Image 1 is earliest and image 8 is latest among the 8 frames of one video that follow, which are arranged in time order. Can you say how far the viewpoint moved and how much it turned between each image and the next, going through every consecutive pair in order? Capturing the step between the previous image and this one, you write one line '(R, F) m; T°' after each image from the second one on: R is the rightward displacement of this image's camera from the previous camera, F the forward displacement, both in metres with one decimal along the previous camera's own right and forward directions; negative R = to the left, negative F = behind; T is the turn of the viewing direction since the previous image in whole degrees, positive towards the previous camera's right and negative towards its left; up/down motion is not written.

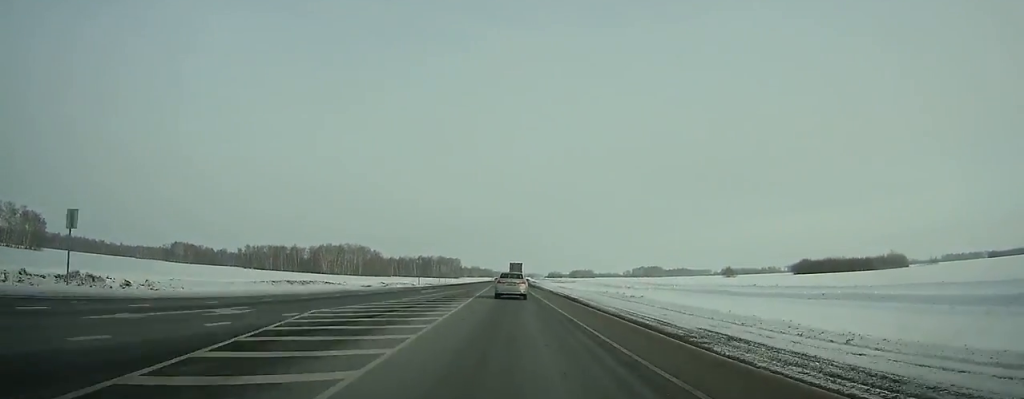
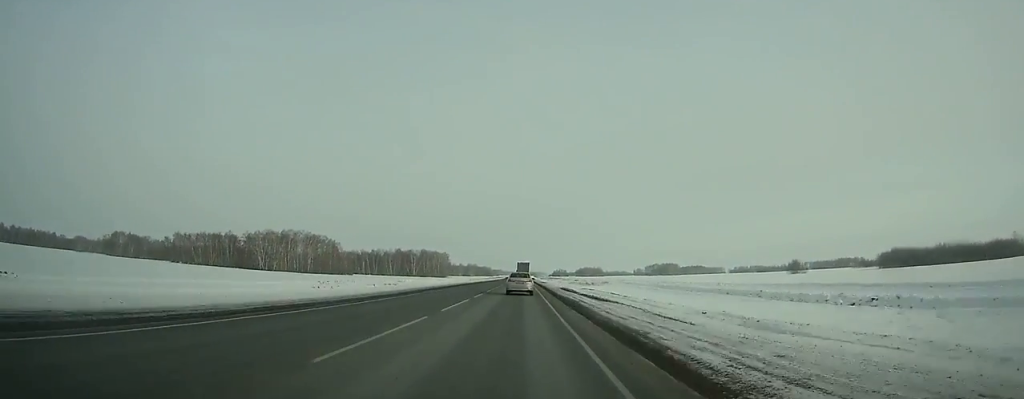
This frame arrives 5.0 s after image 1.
(+0.1, +109.9) m; 0°
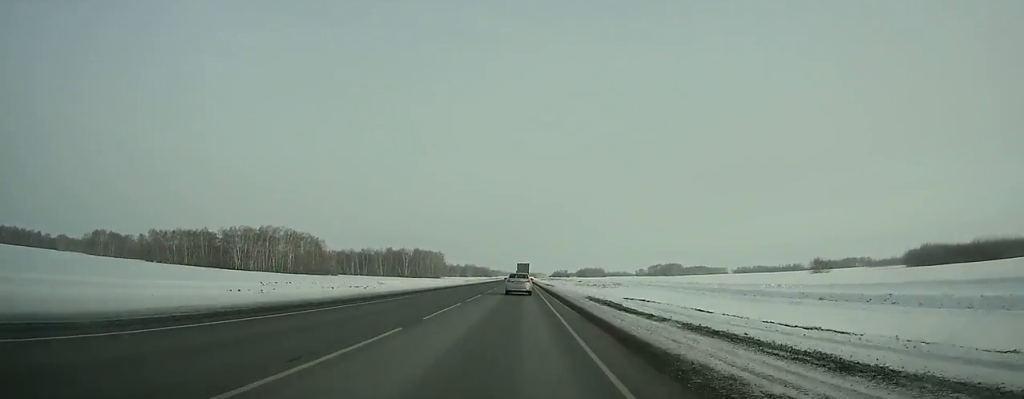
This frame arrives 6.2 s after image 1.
(0.0, +27.9) m; 0°
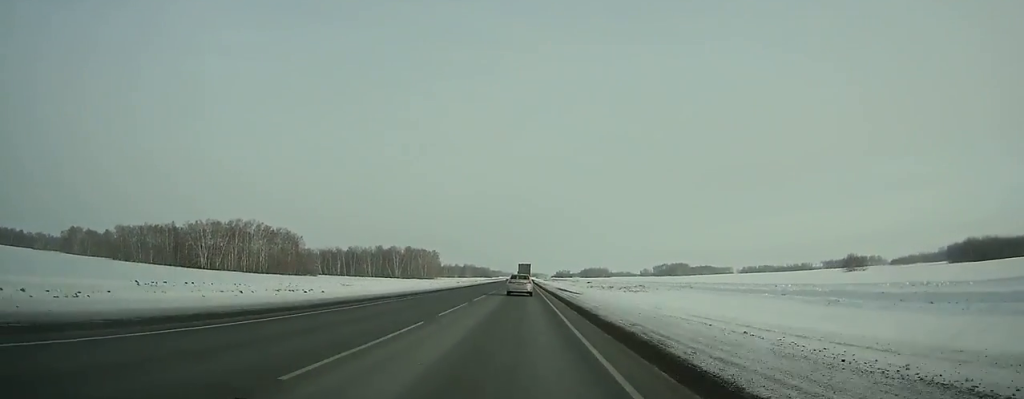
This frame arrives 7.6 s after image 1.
(0.0, +32.9) m; 0°
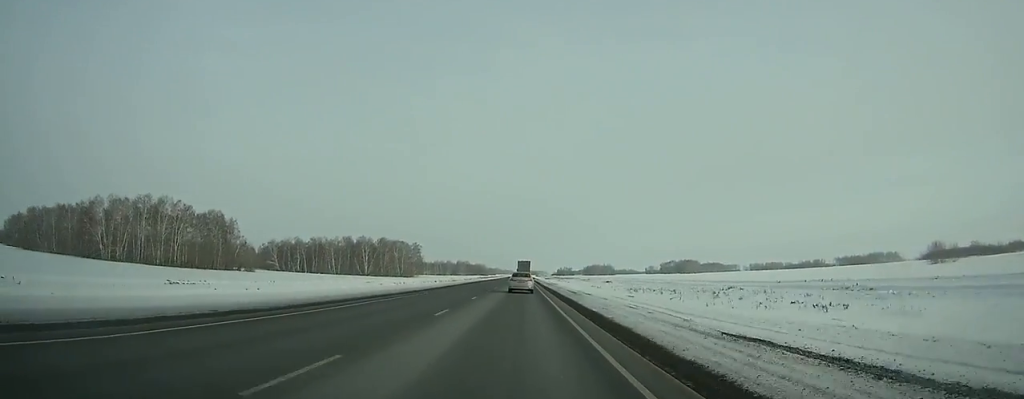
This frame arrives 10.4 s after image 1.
(+0.1, +67.8) m; 0°
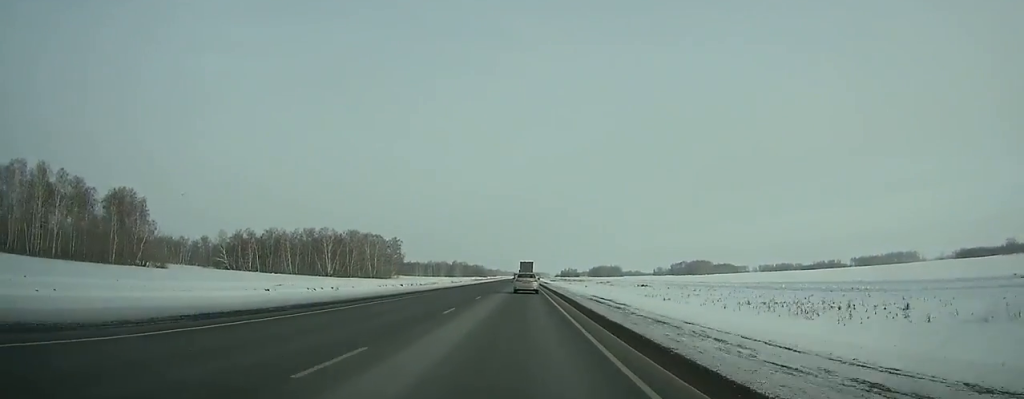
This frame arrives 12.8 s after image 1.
(+0.1, +59.5) m; 0°
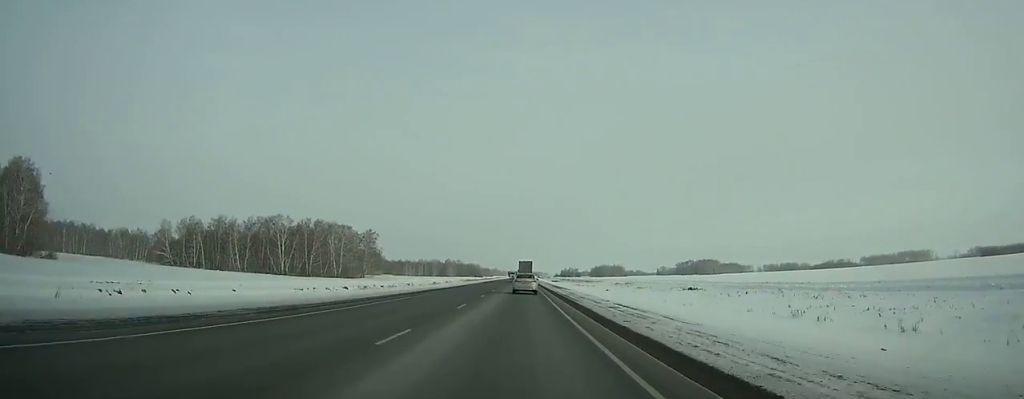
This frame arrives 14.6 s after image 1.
(0.0, +45.1) m; 0°
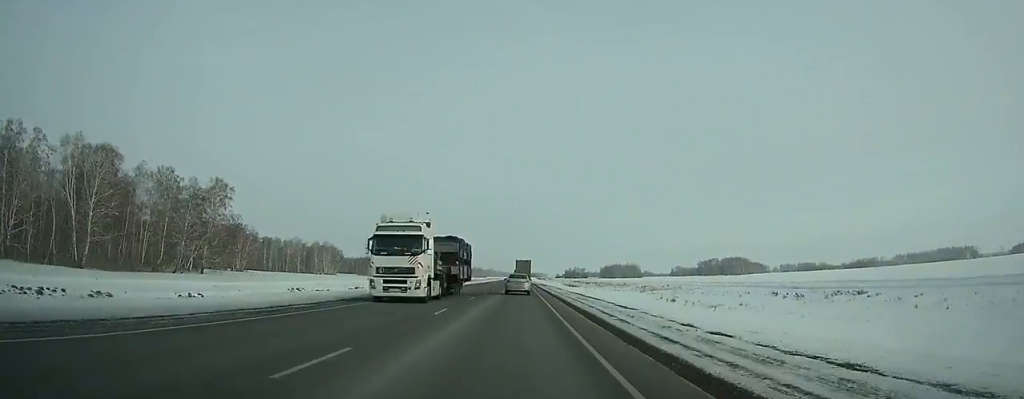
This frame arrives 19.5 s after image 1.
(-0.1, +124.5) m; 0°
